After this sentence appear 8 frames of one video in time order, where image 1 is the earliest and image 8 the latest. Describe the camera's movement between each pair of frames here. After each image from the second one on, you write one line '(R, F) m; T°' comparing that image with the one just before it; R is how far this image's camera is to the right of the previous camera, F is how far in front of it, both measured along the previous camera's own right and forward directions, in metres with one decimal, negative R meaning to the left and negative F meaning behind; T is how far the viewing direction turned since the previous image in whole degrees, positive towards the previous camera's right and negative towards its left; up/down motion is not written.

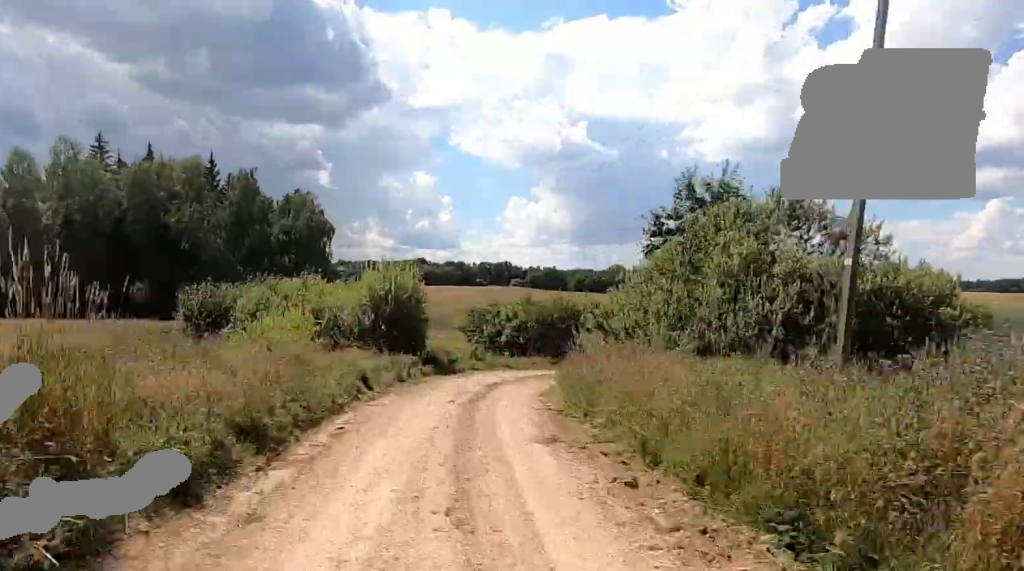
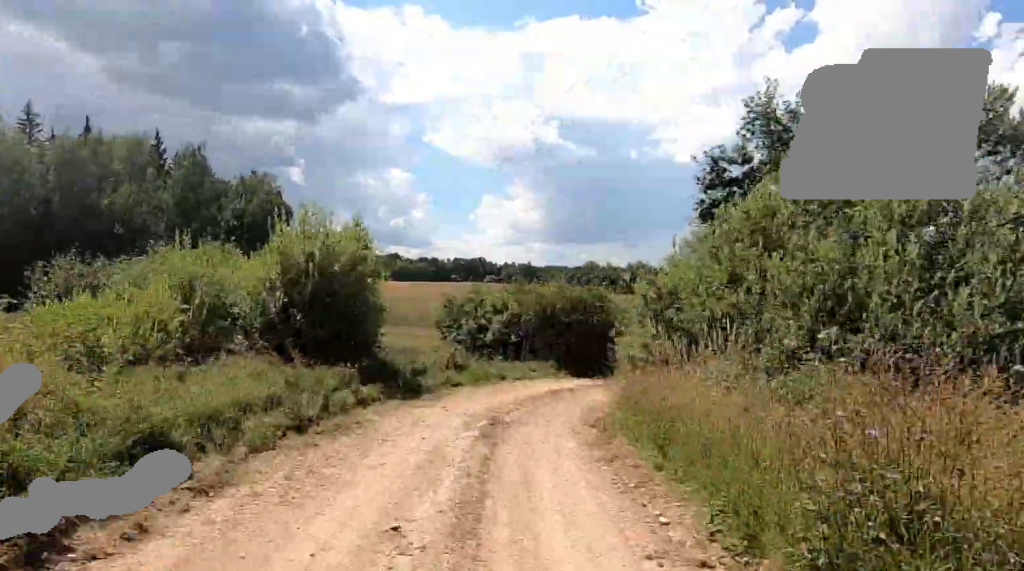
(0.0, +9.2) m; +3°
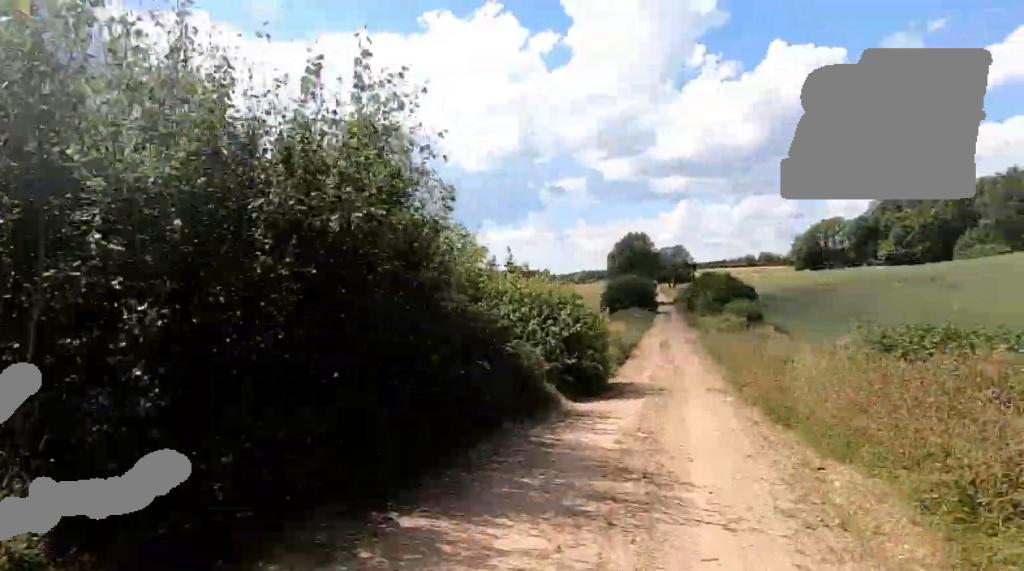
(+3.6, +26.5) m; +21°
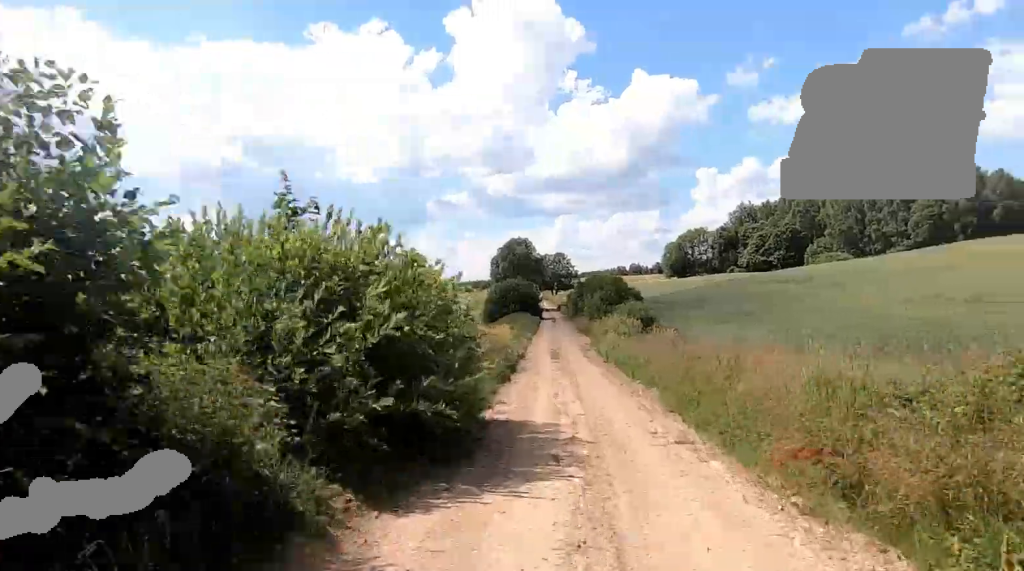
(+1.4, +10.5) m; +8°
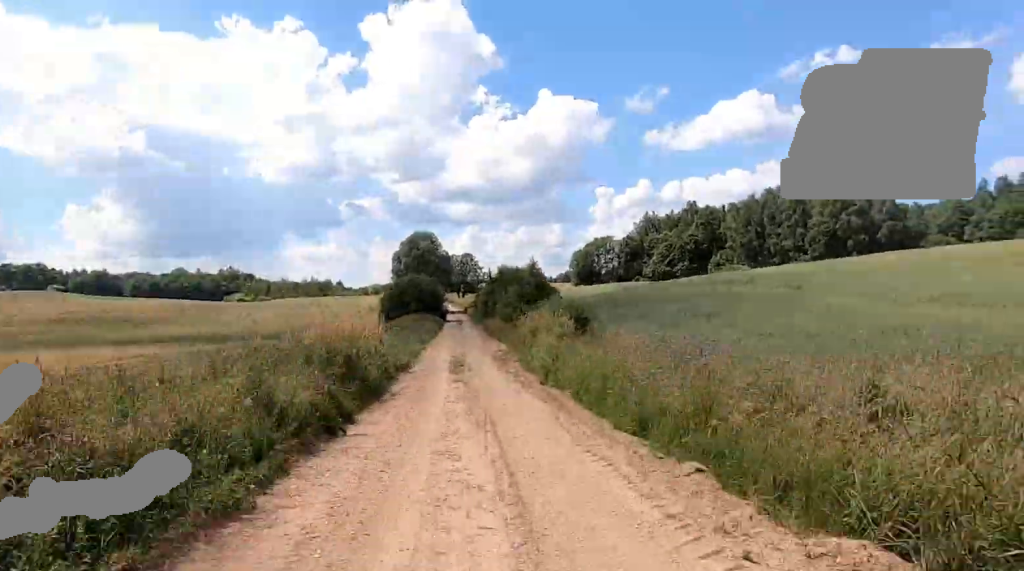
(+0.4, +14.3) m; +5°
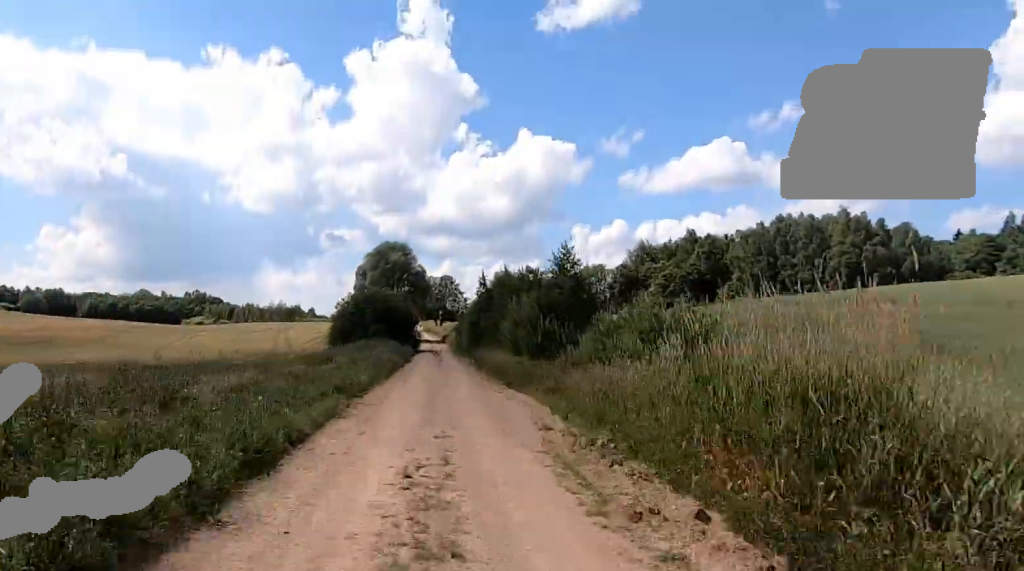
(+1.0, +20.2) m; 0°
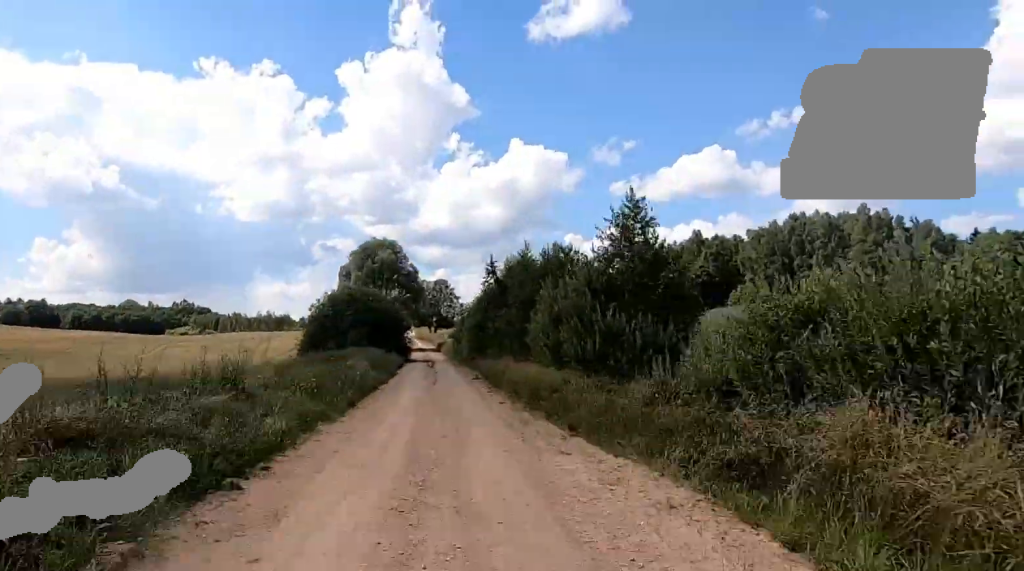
(-0.8, +9.5) m; 0°
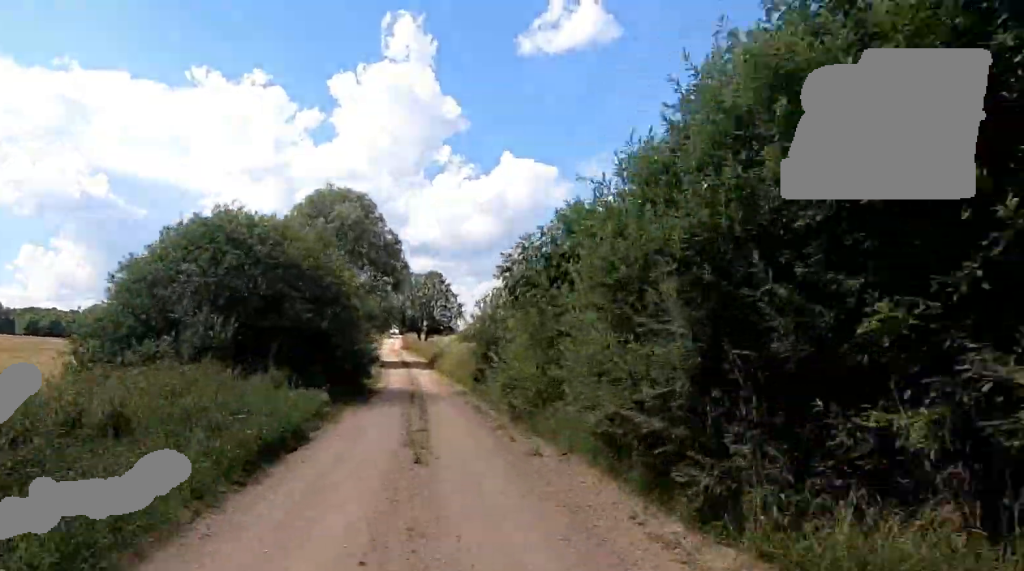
(+0.6, +27.7) m; 0°
